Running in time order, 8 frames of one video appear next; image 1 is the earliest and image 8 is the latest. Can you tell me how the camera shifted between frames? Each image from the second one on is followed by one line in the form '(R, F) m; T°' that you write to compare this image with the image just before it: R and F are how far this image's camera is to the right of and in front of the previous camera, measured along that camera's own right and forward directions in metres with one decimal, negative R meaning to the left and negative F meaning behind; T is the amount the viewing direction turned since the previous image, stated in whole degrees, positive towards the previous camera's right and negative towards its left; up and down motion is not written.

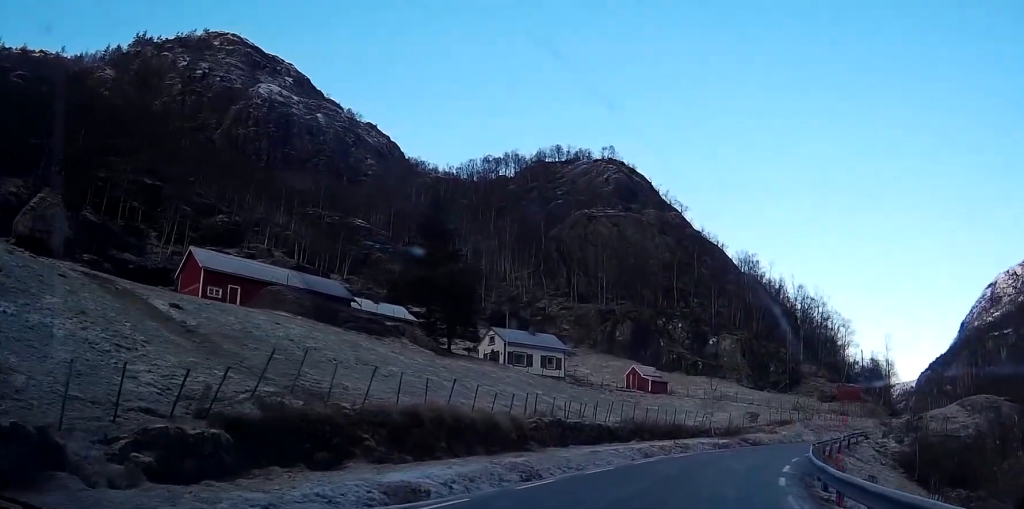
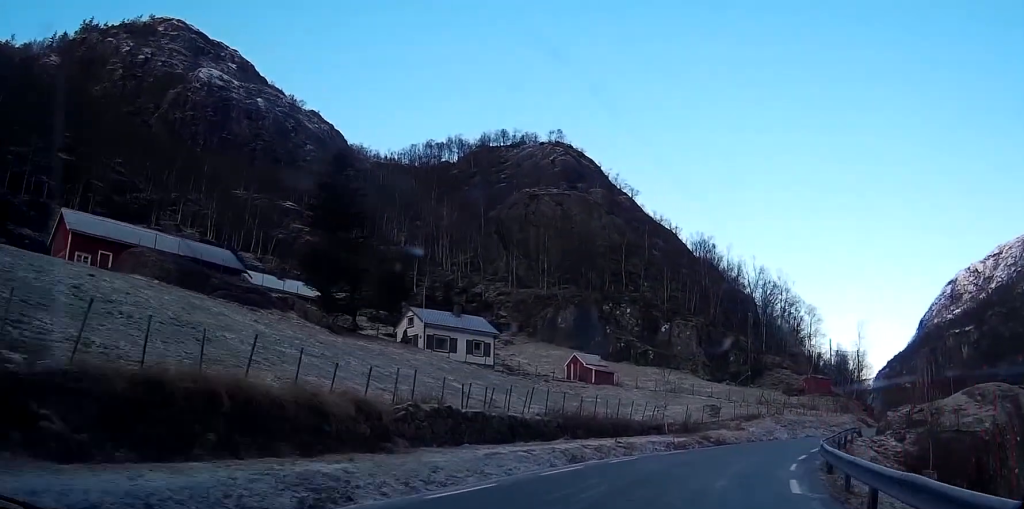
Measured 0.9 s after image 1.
(+0.3, +10.7) m; +3°
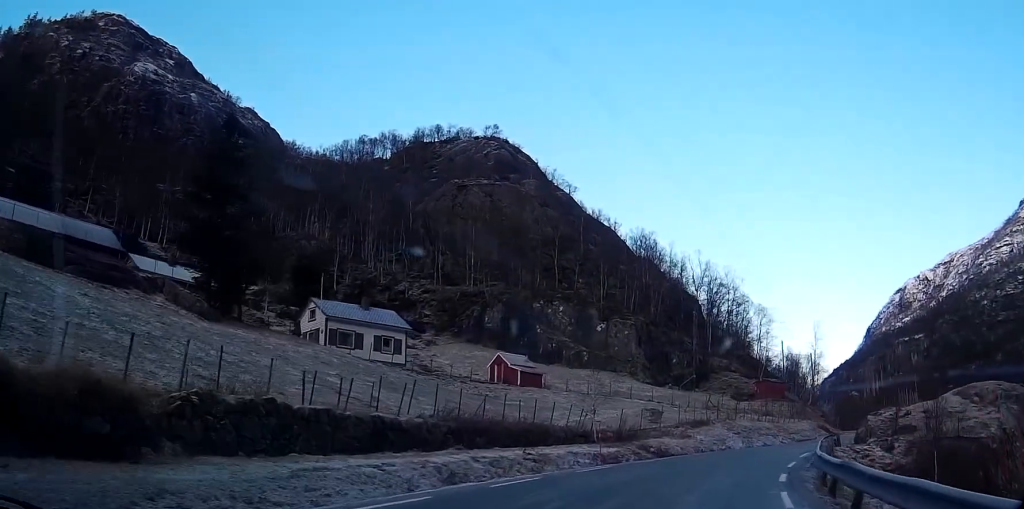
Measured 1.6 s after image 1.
(-0.4, +8.4) m; +3°
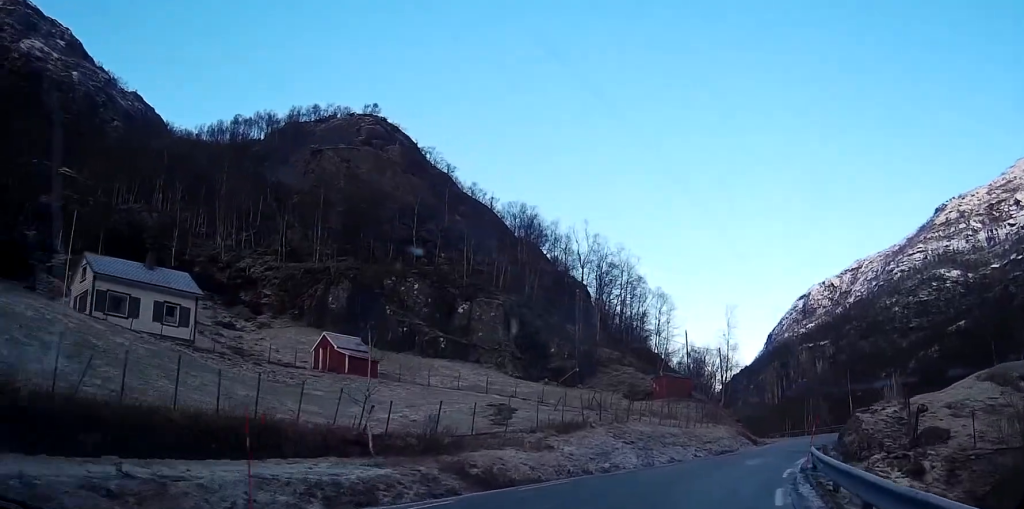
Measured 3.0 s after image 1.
(+1.7, +16.3) m; +7°
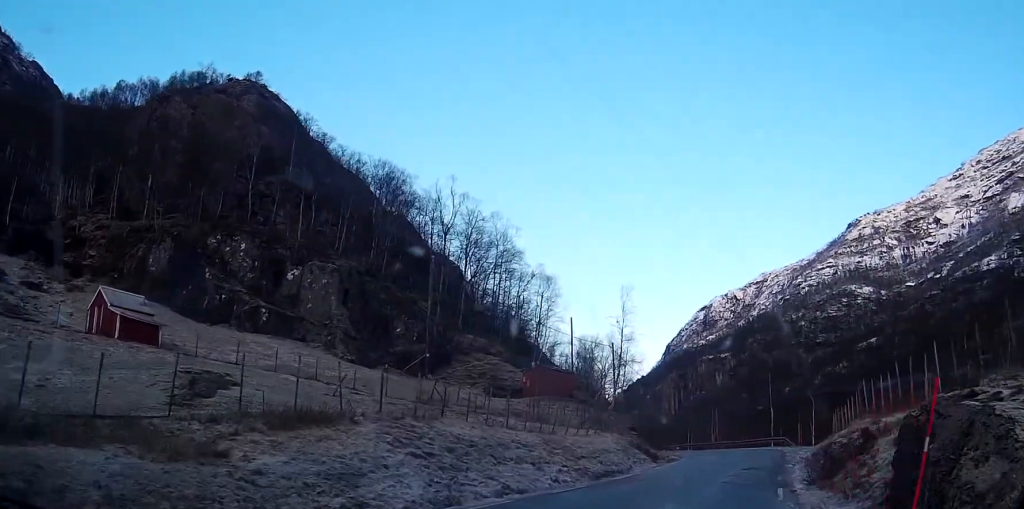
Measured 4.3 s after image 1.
(+0.5, +15.2) m; +8°
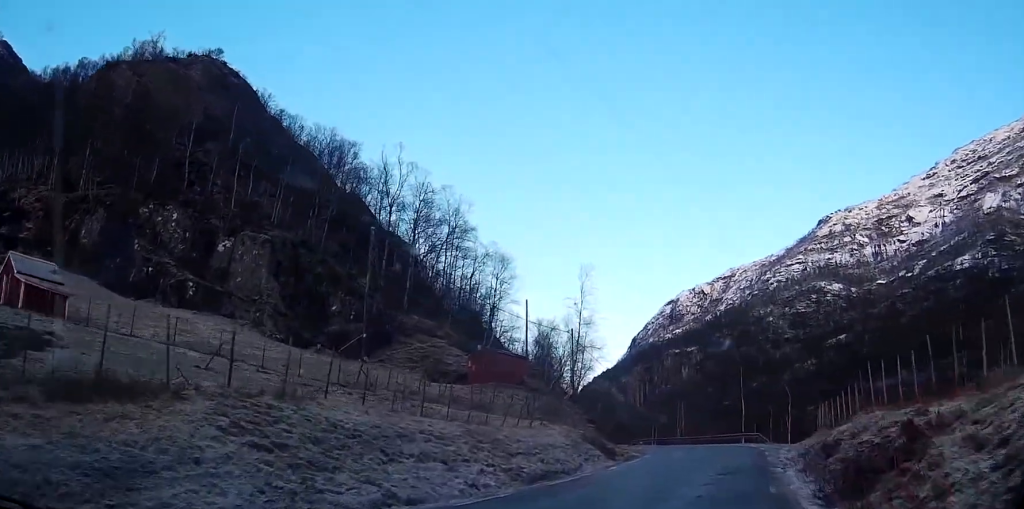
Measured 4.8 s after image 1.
(+0.1, +5.4) m; +4°
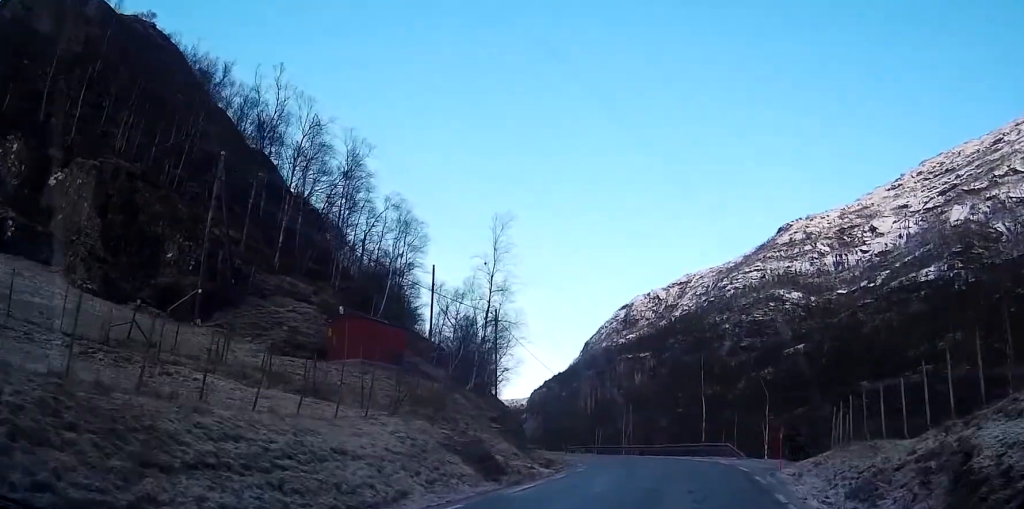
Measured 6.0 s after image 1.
(+1.1, +13.5) m; +6°
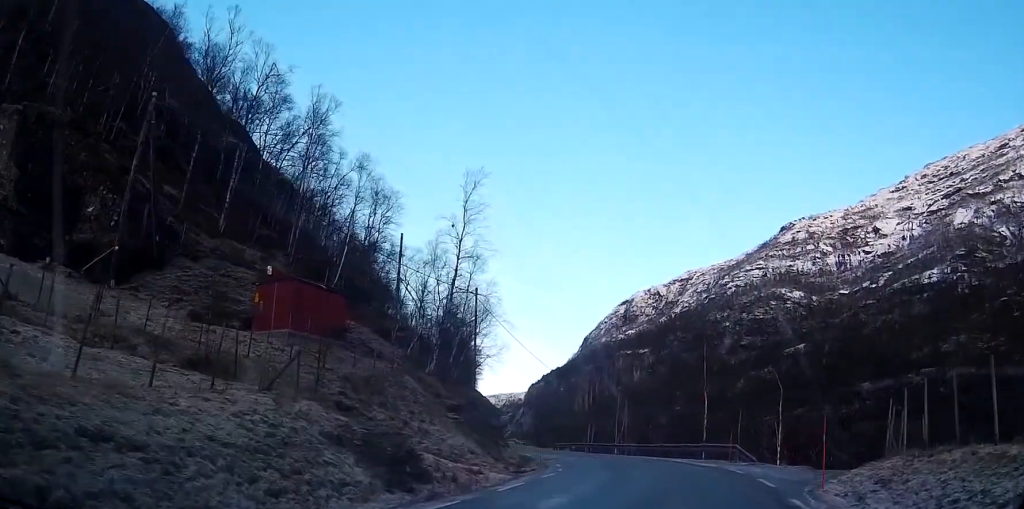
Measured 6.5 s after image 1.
(0.0, +6.3) m; +1°
